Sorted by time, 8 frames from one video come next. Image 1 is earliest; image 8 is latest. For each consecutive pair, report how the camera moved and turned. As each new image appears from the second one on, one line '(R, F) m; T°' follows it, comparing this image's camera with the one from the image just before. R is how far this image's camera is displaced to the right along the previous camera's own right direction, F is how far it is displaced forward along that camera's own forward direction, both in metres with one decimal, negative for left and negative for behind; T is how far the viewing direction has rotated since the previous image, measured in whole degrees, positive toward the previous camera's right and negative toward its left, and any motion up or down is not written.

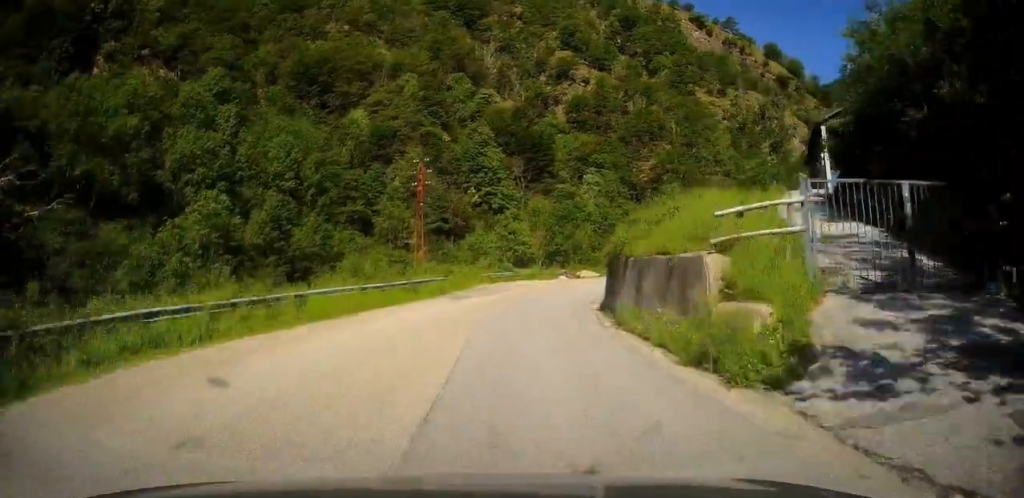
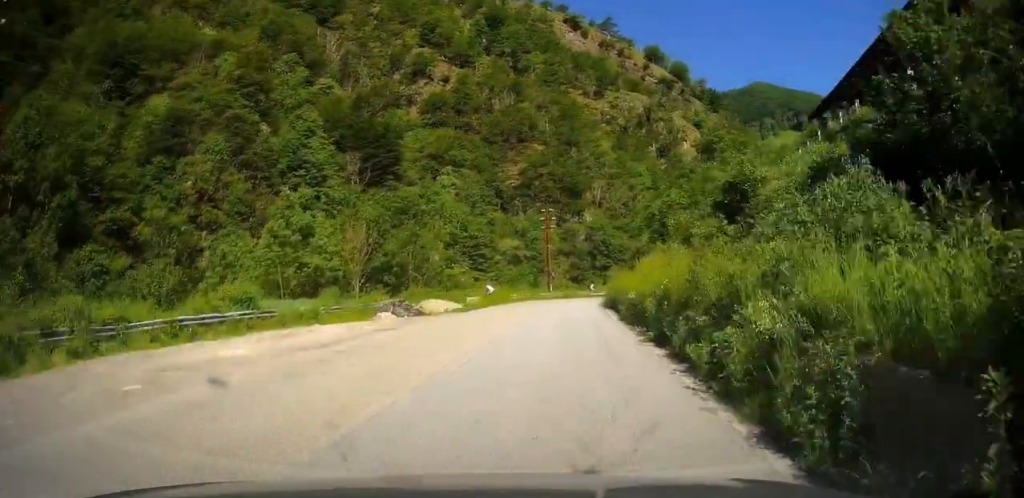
(+3.7, +37.5) m; +11°
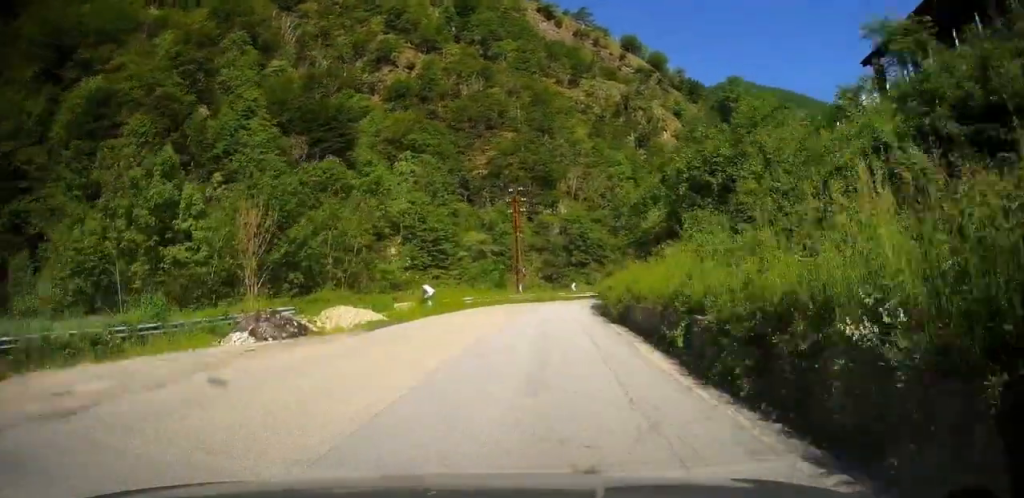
(+0.5, +13.8) m; +2°
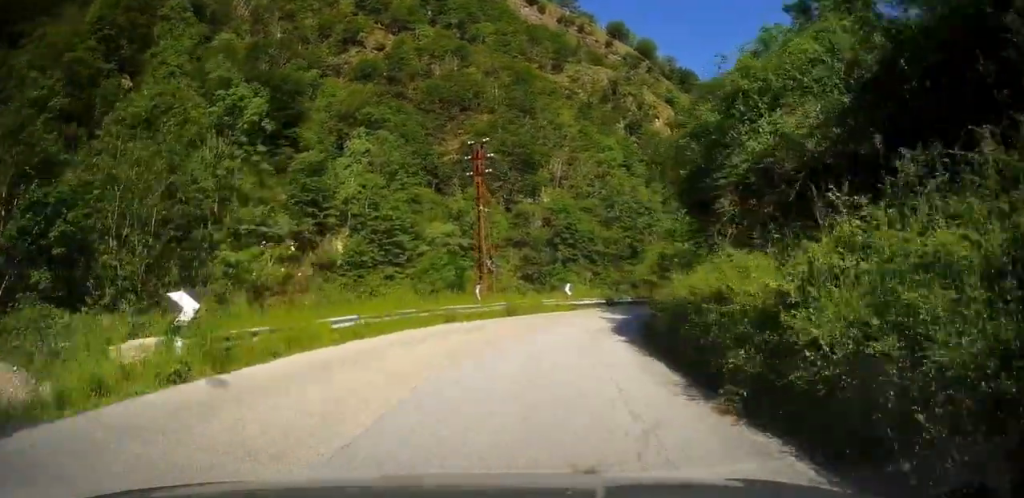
(+0.5, +19.4) m; +4°
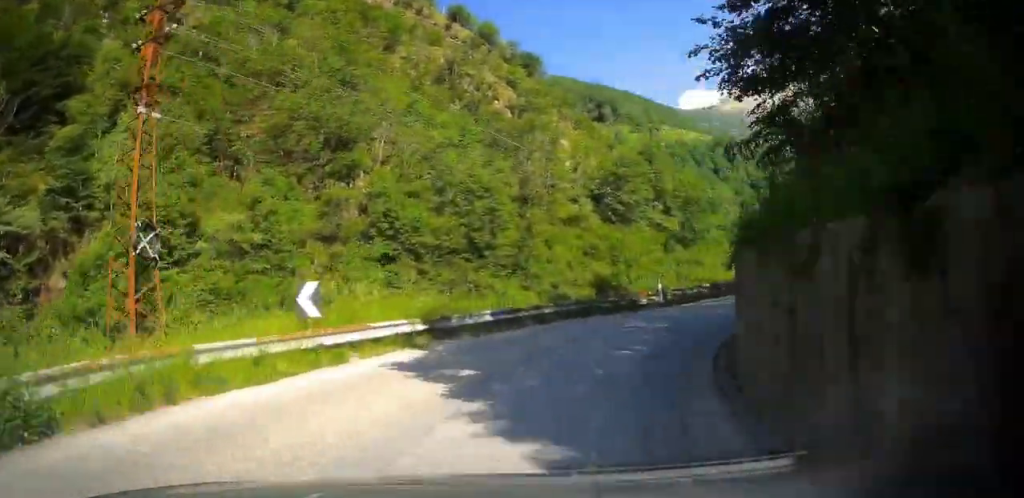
(+1.1, +21.5) m; +11°
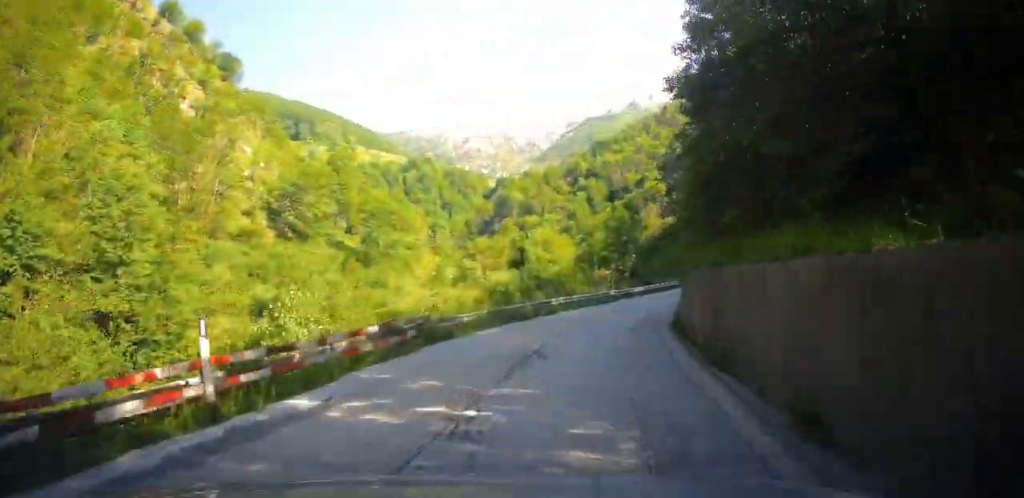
(+2.1, +15.7) m; +21°
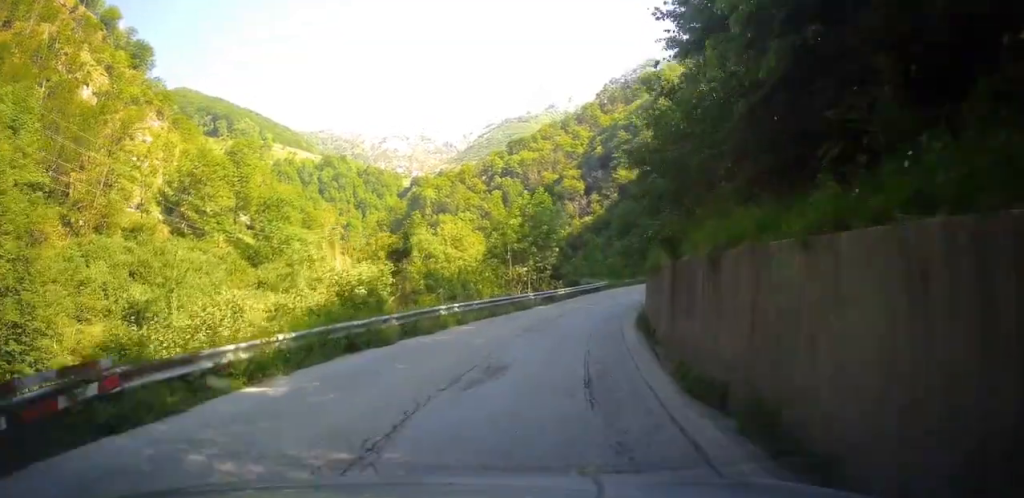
(+0.7, +7.7) m; +14°
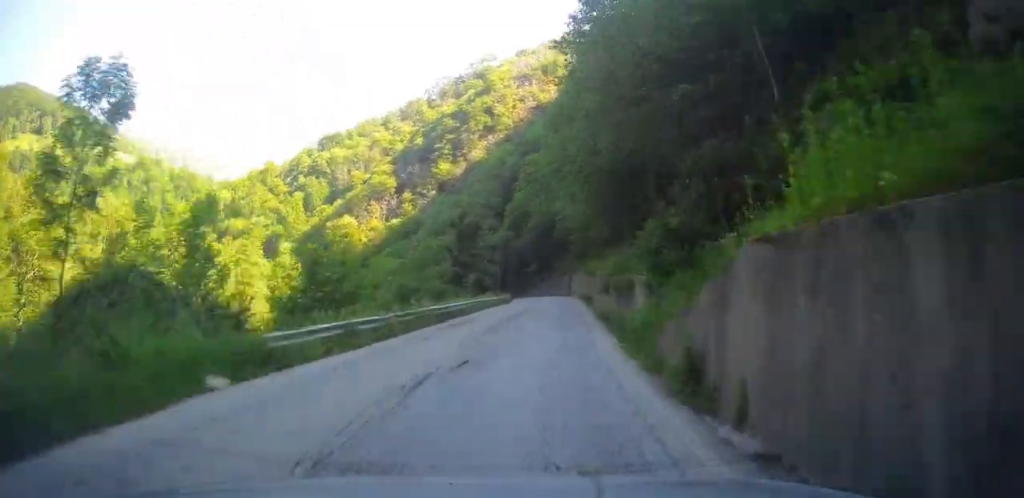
(+11.4, +24.6) m; +36°
